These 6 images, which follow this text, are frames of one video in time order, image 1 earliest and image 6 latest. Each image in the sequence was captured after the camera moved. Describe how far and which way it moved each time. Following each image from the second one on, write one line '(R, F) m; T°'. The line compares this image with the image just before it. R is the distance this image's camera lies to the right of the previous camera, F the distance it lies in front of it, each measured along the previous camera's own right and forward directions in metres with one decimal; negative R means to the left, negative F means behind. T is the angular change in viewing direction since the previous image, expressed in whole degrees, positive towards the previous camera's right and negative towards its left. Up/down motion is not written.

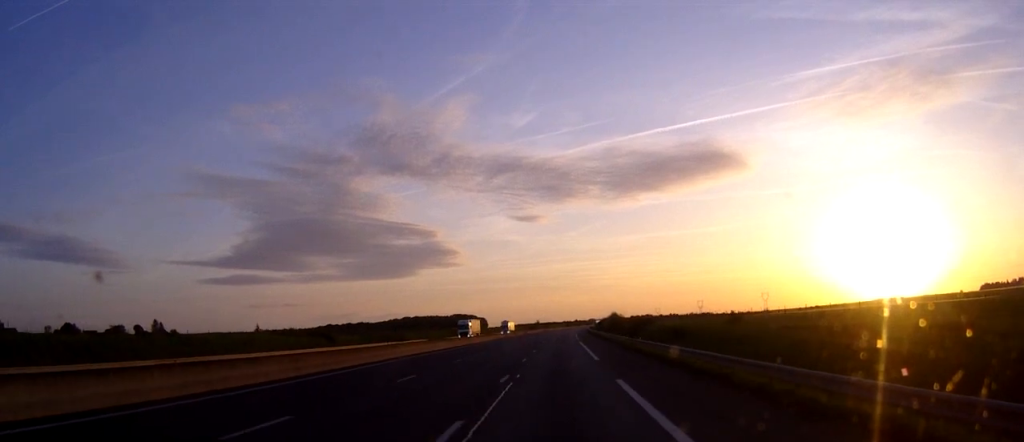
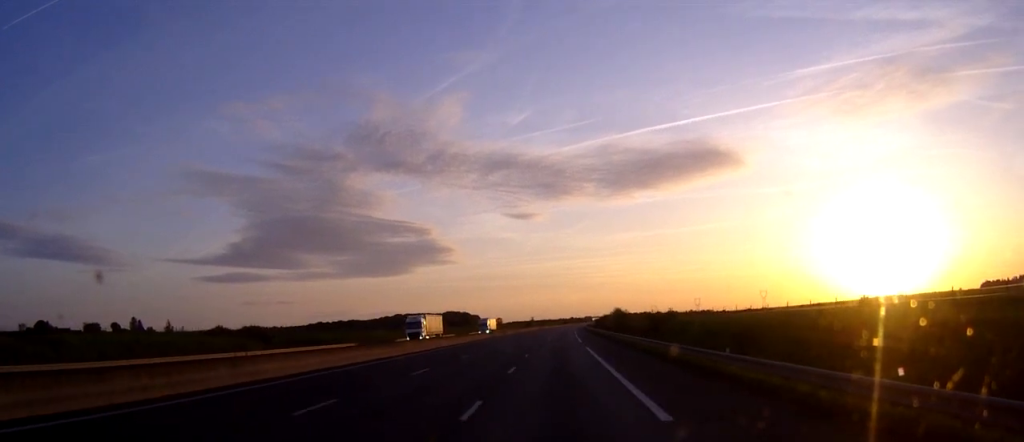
(+0.1, +22.9) m; 0°
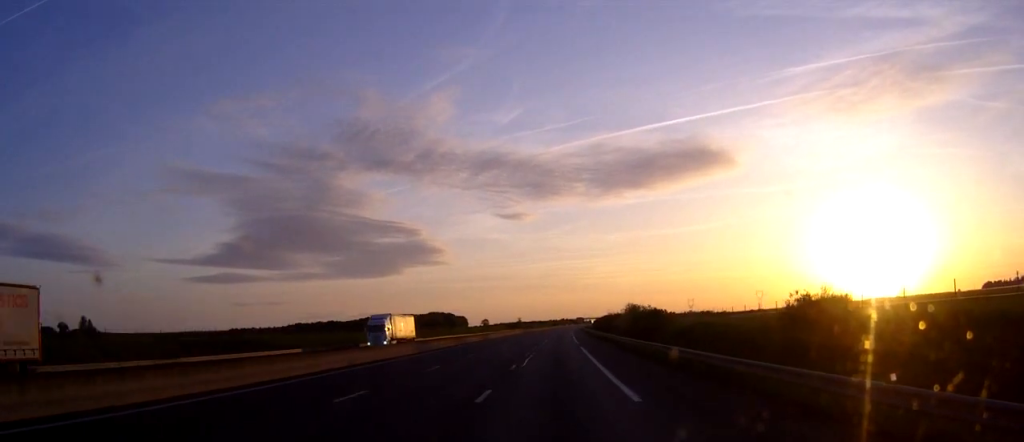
(+0.4, +48.4) m; +1°
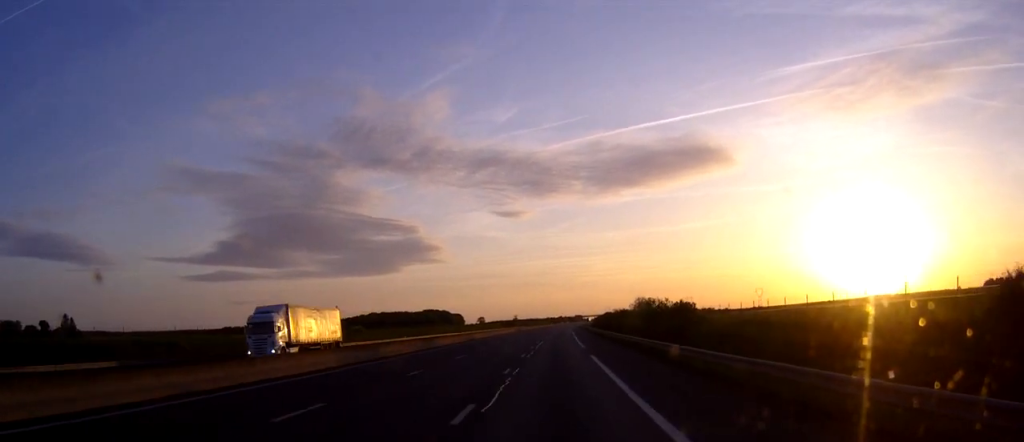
(0.0, +17.1) m; 0°
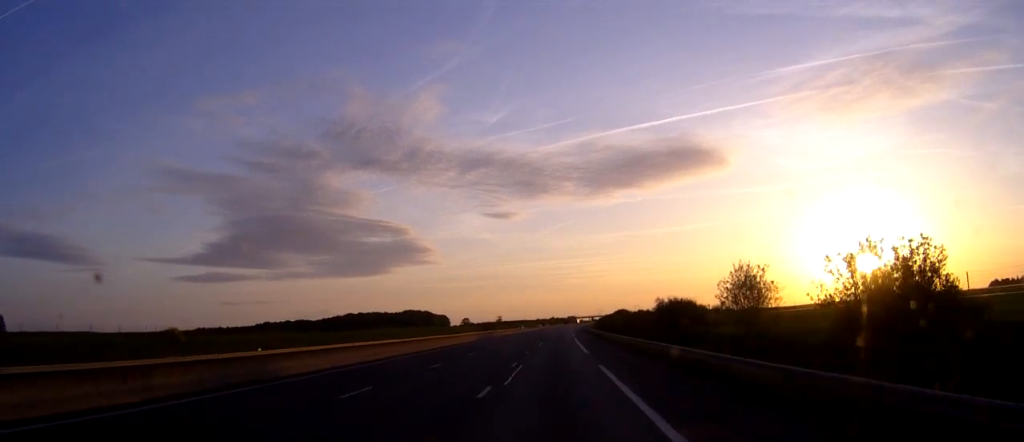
(+0.3, +60.6) m; +1°
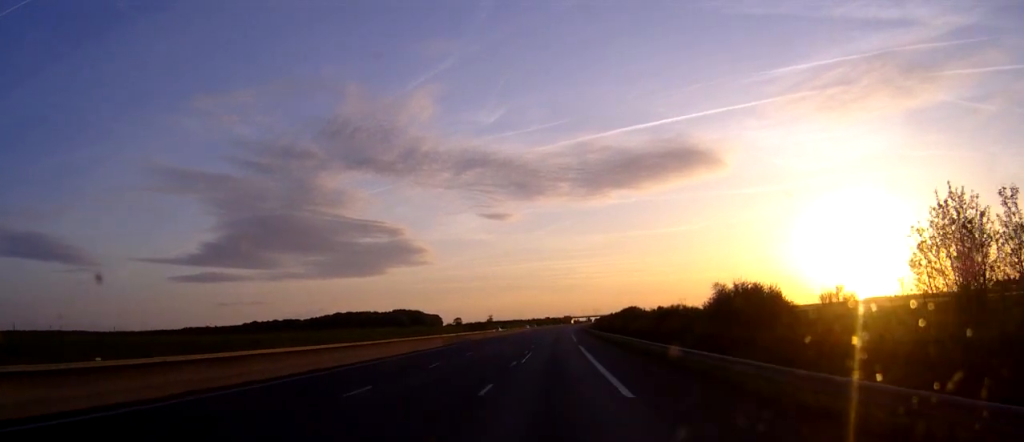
(+0.1, +25.7) m; 0°
